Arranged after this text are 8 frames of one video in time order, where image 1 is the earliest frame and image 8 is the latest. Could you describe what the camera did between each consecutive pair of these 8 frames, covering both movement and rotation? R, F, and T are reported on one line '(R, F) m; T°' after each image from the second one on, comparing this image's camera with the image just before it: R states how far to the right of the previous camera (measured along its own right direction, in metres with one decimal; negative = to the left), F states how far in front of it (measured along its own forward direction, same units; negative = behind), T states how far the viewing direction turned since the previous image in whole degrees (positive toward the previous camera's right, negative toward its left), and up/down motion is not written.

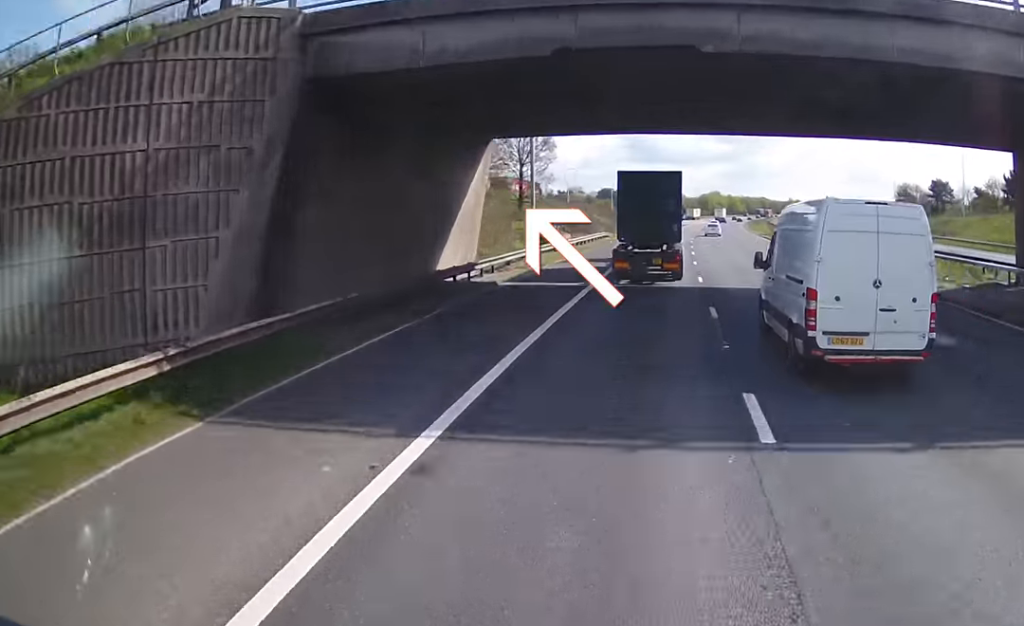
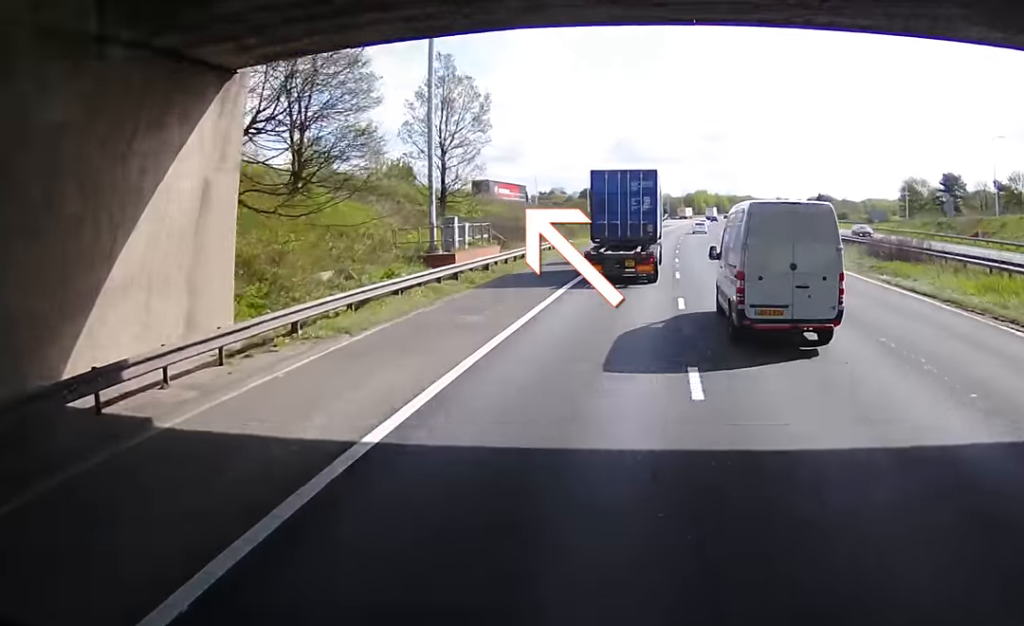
(-0.2, +16.4) m; +2°
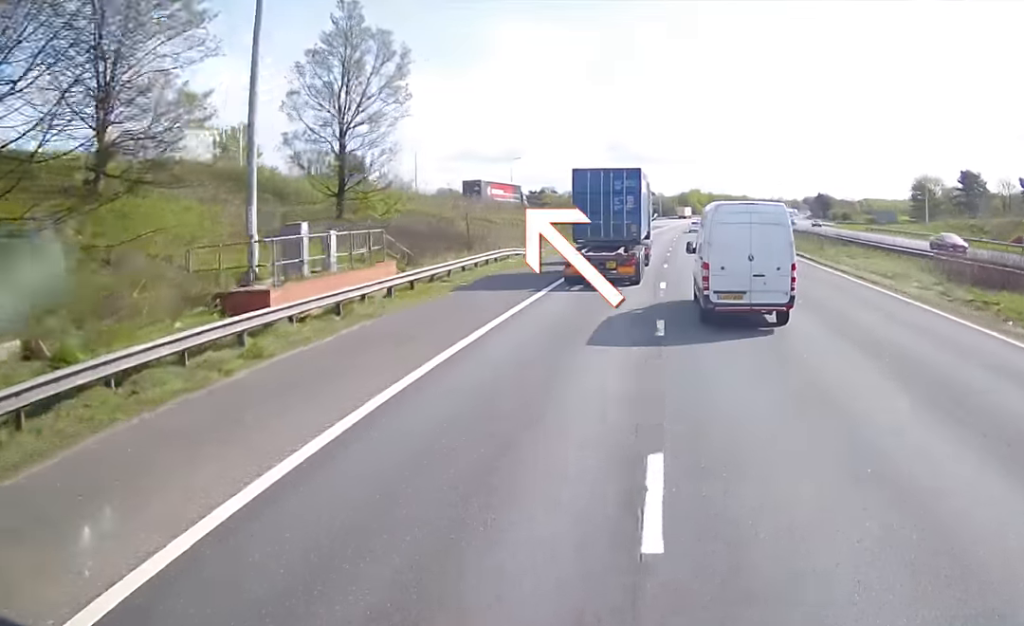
(+0.5, +13.0) m; +1°
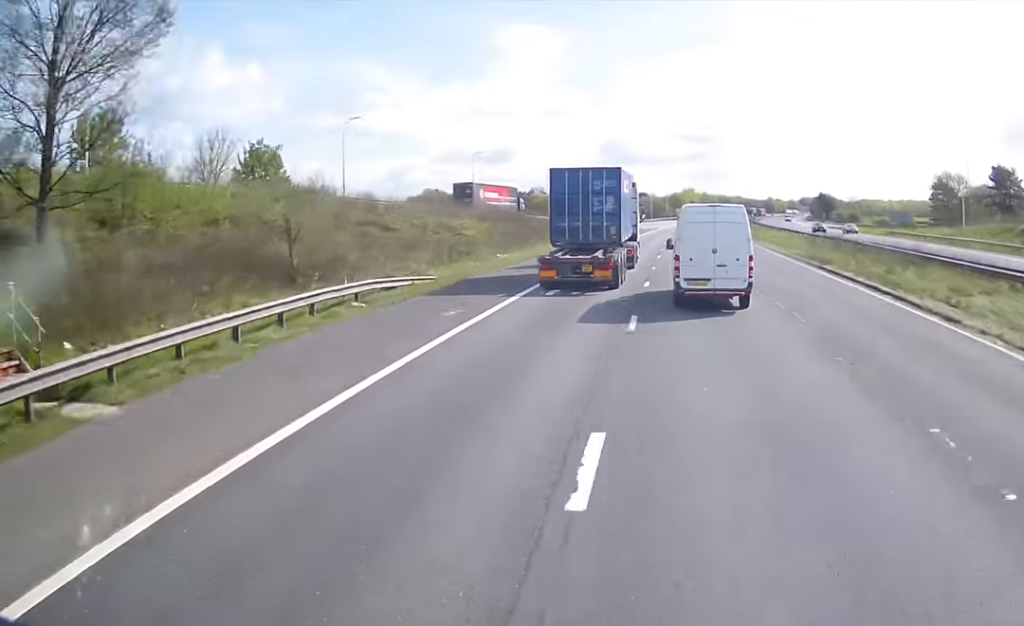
(+0.3, +17.0) m; +1°
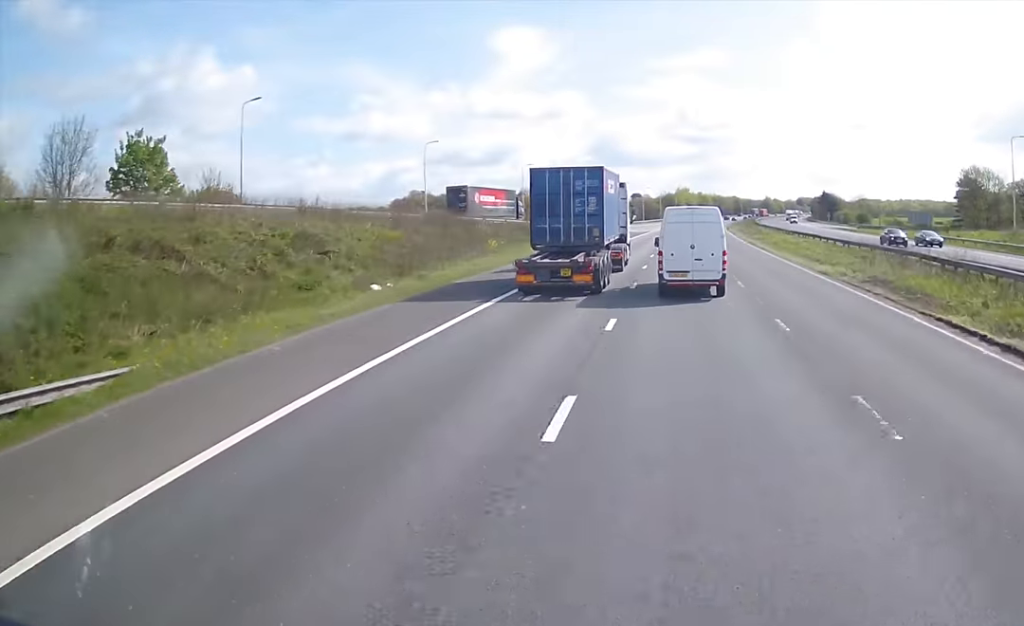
(-0.1, +16.1) m; -1°
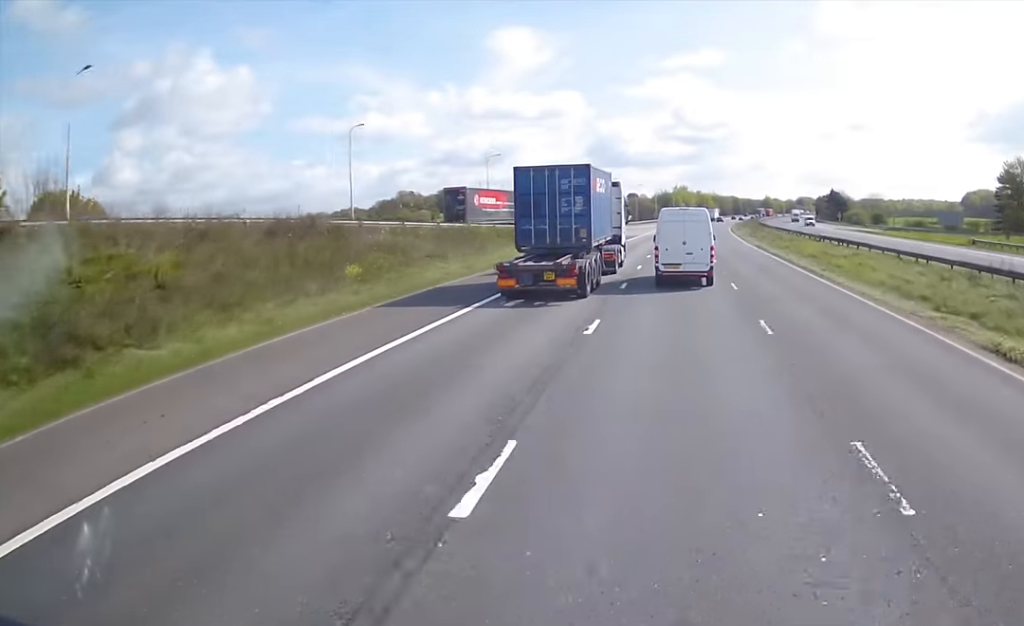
(-0.1, +17.6) m; 0°
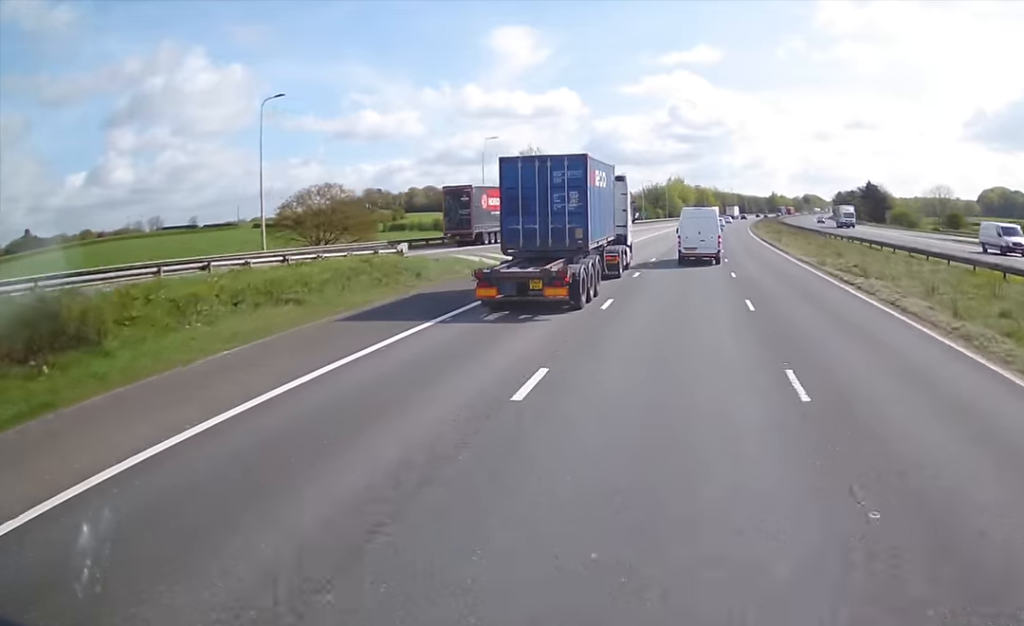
(+0.2, +49.4) m; +1°
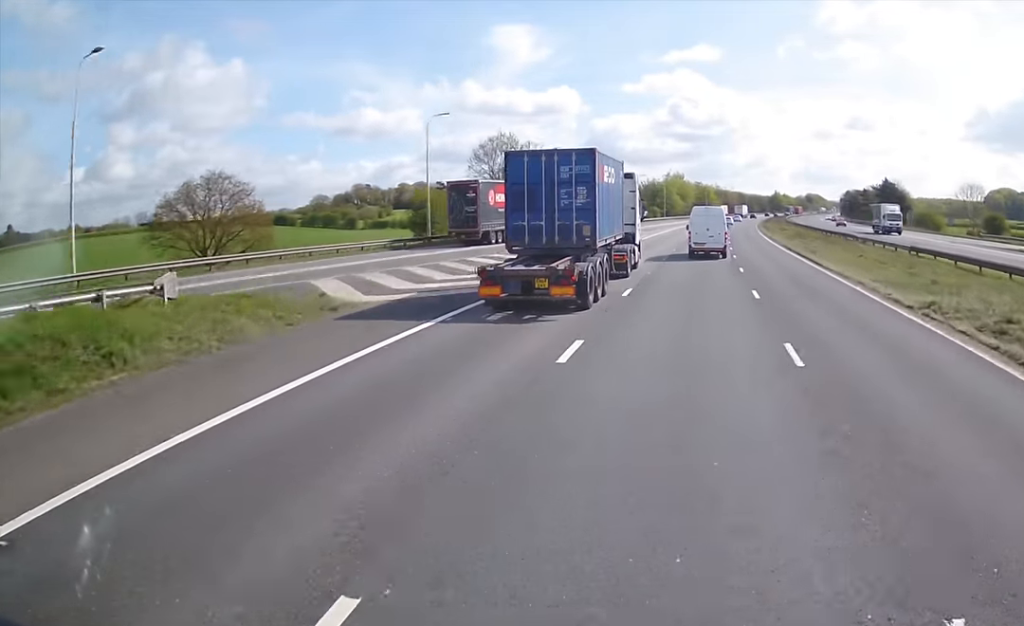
(+0.1, +15.7) m; +1°
